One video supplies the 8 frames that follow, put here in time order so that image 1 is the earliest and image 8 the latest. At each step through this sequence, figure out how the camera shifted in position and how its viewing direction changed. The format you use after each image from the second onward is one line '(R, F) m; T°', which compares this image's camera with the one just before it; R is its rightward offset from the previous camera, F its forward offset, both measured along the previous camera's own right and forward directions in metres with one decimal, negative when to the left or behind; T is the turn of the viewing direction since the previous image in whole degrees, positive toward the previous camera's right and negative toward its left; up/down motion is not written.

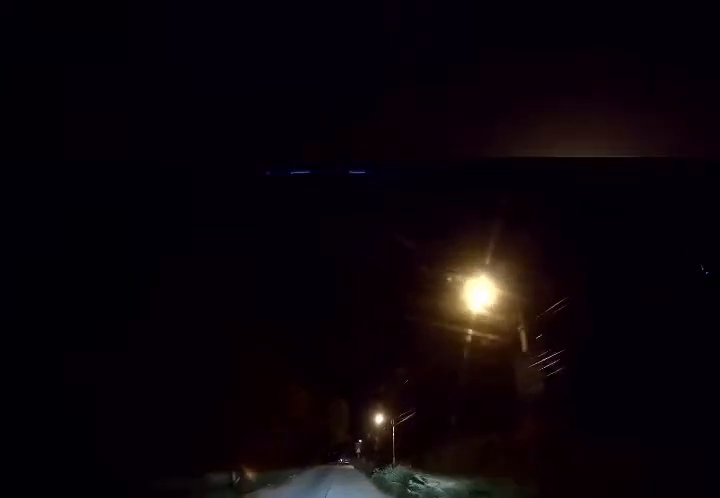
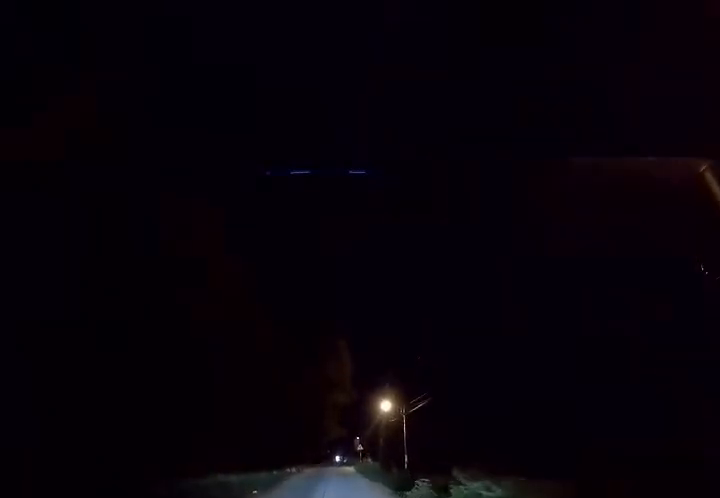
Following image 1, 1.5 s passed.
(0.0, +10.8) m; 0°
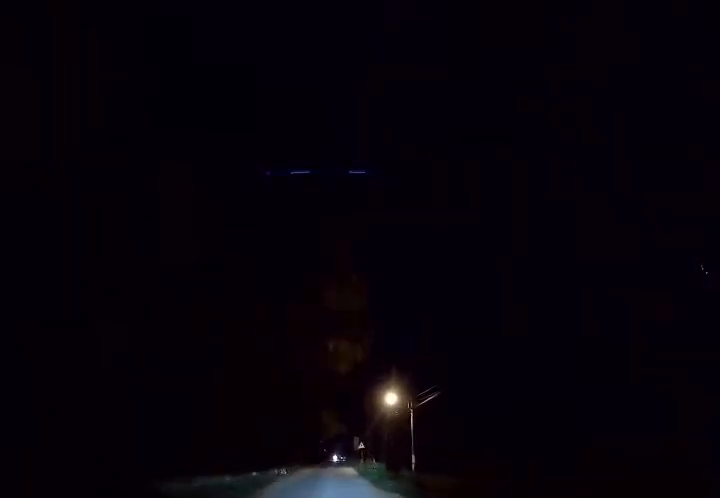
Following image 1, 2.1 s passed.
(0.0, +4.8) m; 0°
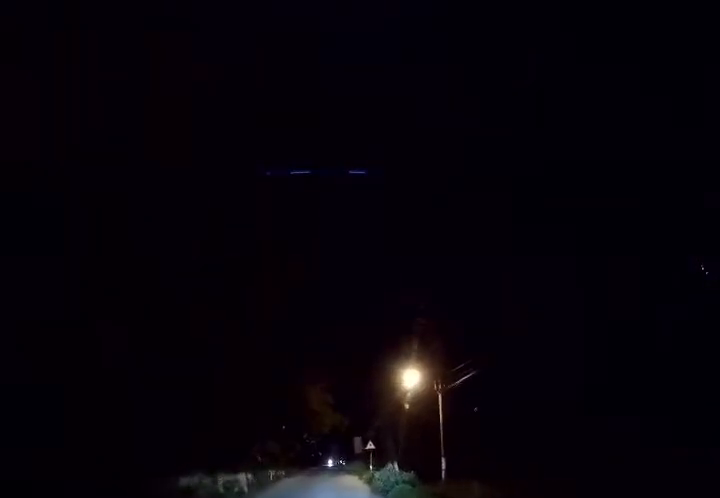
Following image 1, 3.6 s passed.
(+0.1, +10.2) m; +1°
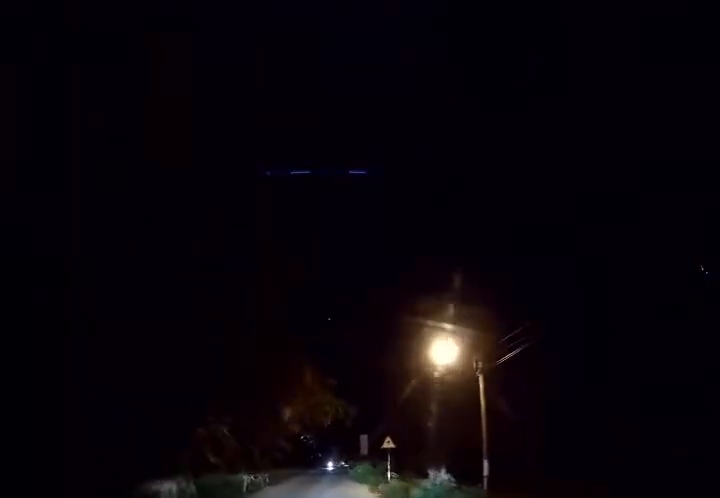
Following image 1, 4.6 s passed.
(0.0, +7.0) m; 0°
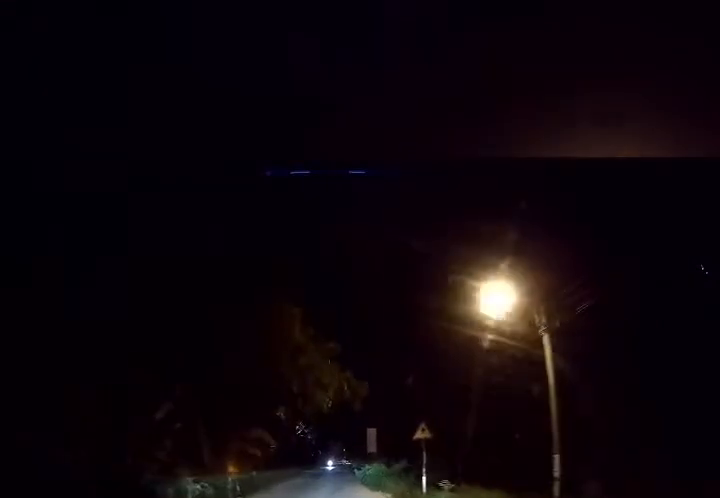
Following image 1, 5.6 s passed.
(0.0, +6.1) m; 0°
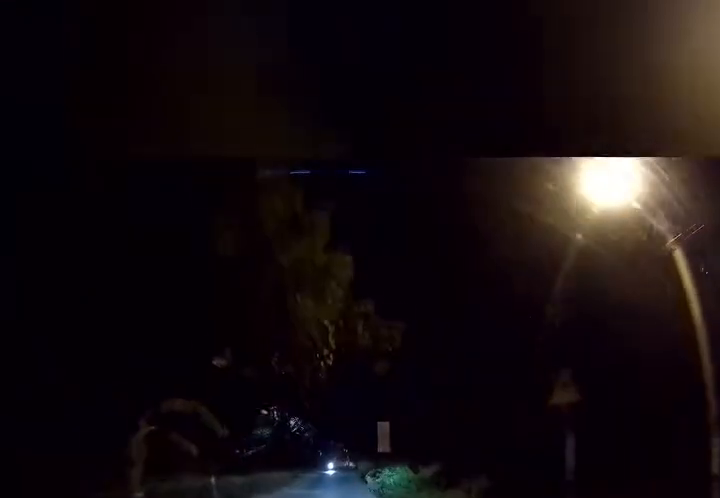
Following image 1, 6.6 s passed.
(0.0, +6.7) m; 0°
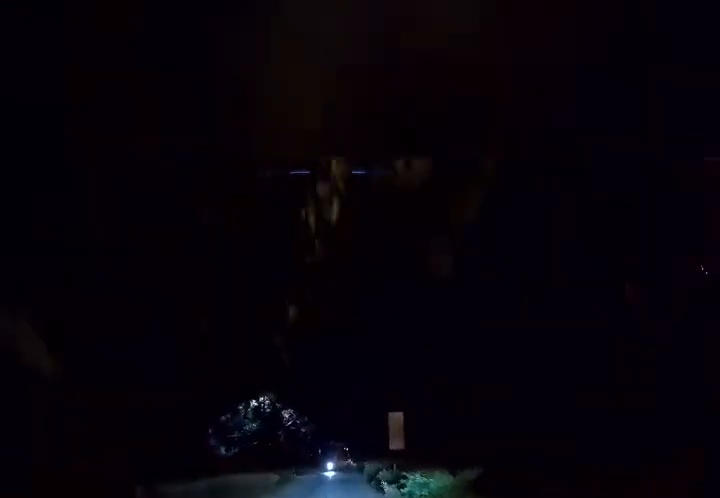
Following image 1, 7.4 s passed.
(0.0, +4.8) m; +1°
